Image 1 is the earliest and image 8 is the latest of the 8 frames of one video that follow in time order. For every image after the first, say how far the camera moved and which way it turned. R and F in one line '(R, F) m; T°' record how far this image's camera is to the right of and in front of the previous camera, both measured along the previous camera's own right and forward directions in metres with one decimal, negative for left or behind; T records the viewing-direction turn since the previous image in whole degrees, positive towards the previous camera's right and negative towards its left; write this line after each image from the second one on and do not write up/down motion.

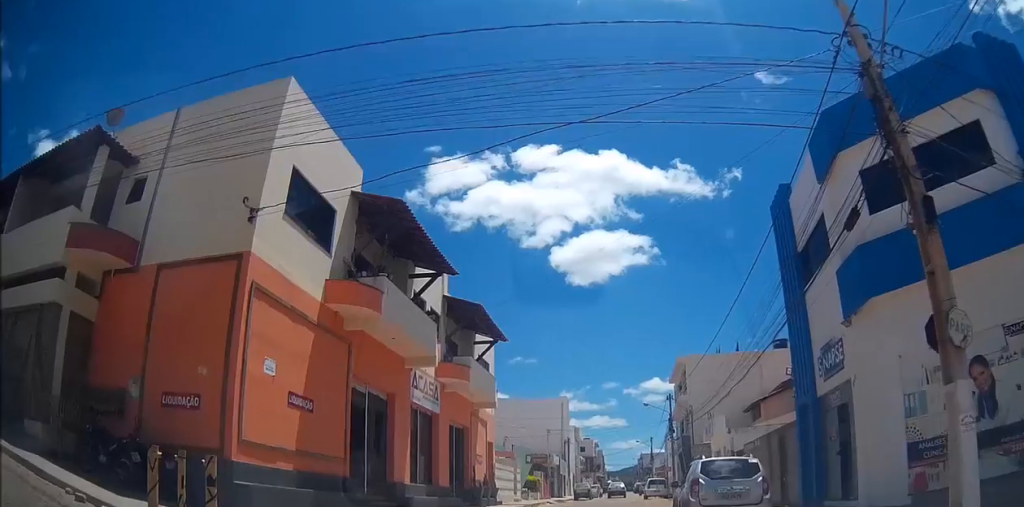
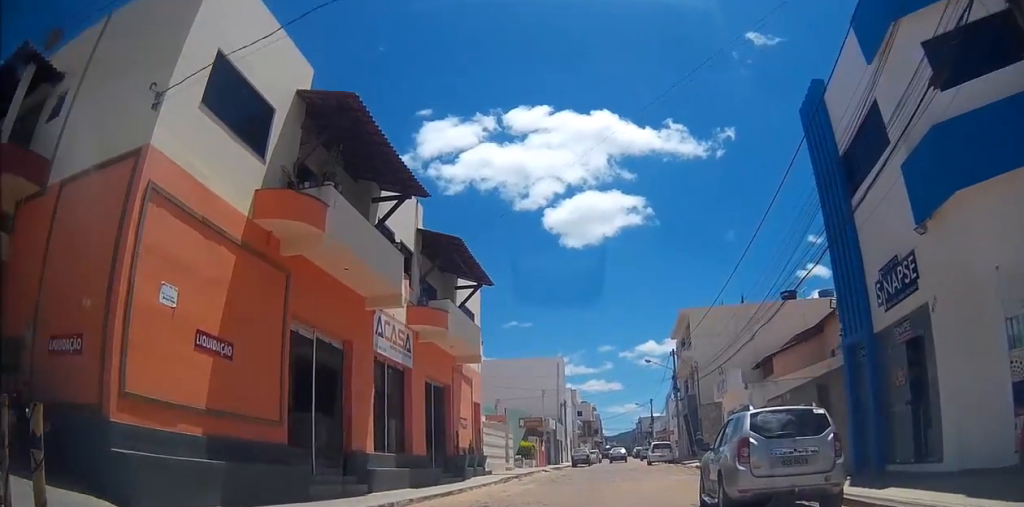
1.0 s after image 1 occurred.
(-0.1, +1.5) m; -7°
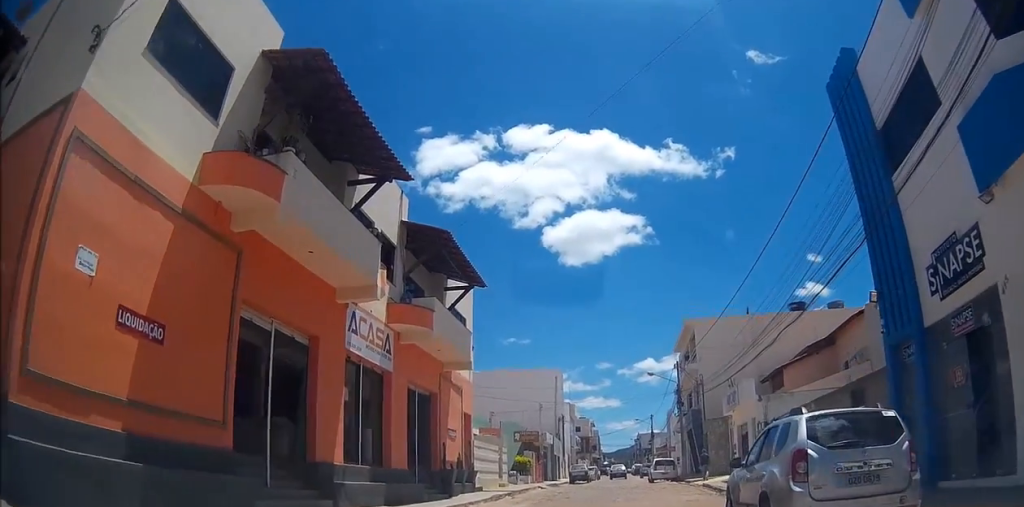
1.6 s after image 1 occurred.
(-0.1, +1.0) m; -4°
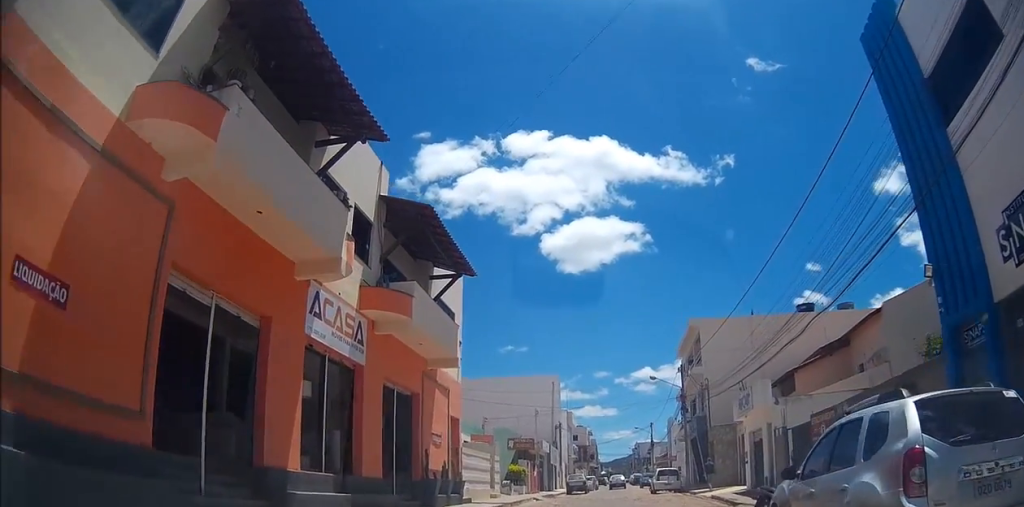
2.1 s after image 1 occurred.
(0.0, +1.2) m; +4°
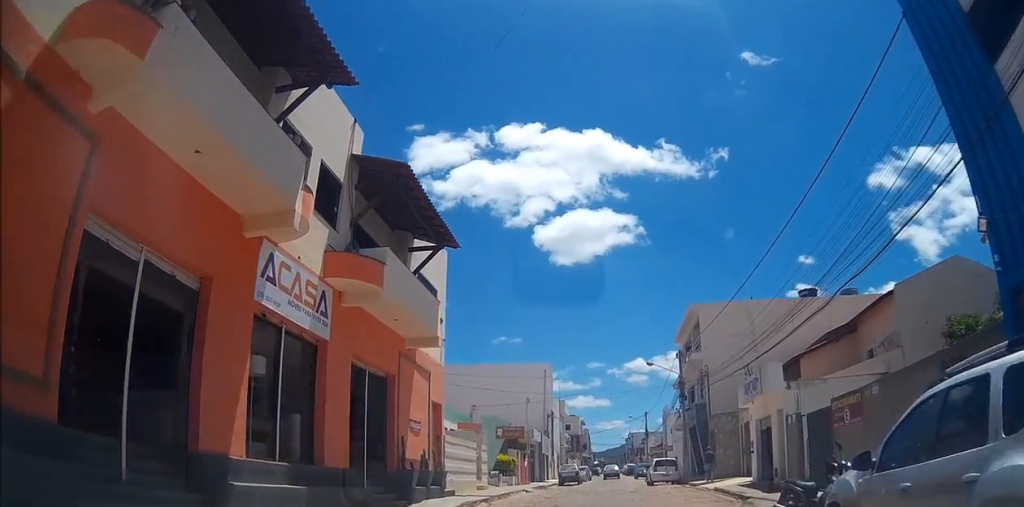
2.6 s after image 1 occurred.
(0.0, +1.0) m; +3°
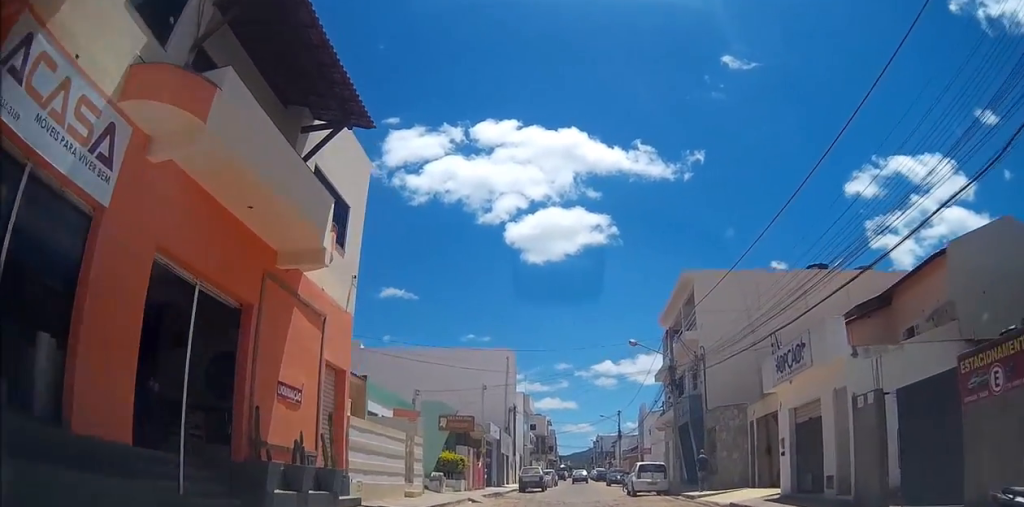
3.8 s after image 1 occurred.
(+0.6, +4.6) m; +9°
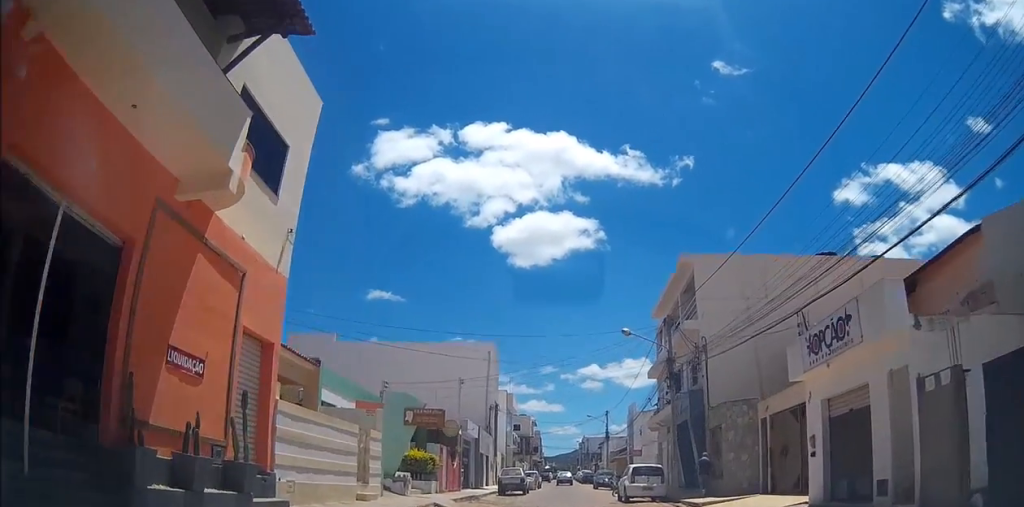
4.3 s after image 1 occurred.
(+0.1, +2.3) m; 0°
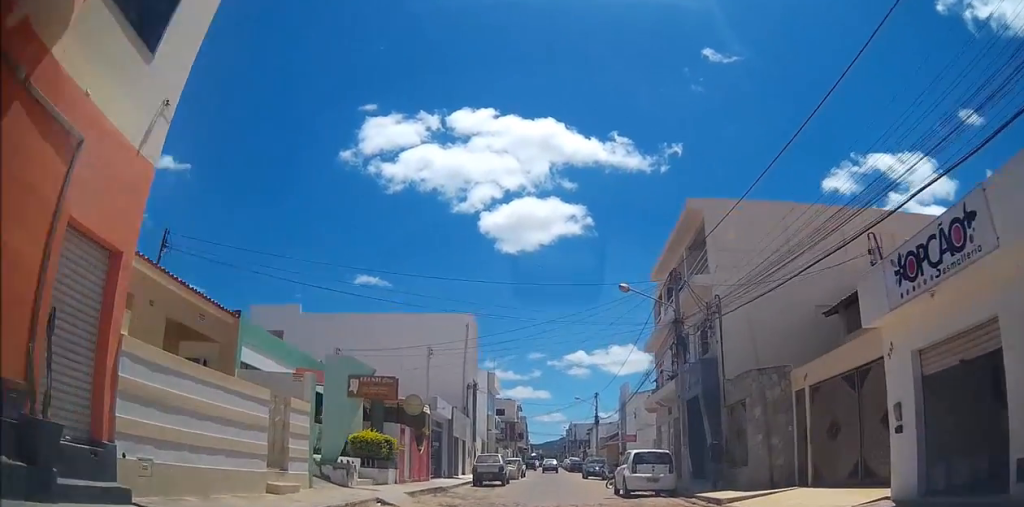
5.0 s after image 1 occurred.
(0.0, +3.7) m; -2°
